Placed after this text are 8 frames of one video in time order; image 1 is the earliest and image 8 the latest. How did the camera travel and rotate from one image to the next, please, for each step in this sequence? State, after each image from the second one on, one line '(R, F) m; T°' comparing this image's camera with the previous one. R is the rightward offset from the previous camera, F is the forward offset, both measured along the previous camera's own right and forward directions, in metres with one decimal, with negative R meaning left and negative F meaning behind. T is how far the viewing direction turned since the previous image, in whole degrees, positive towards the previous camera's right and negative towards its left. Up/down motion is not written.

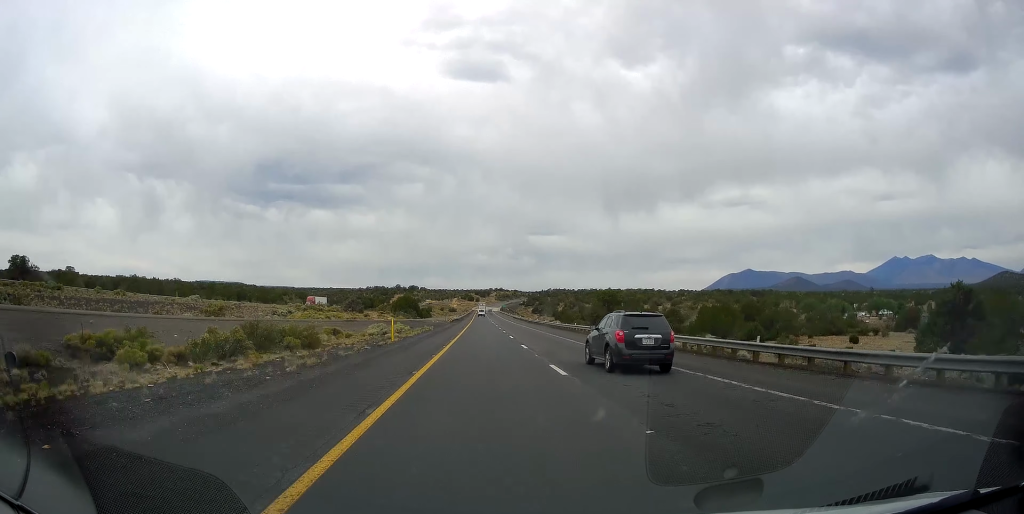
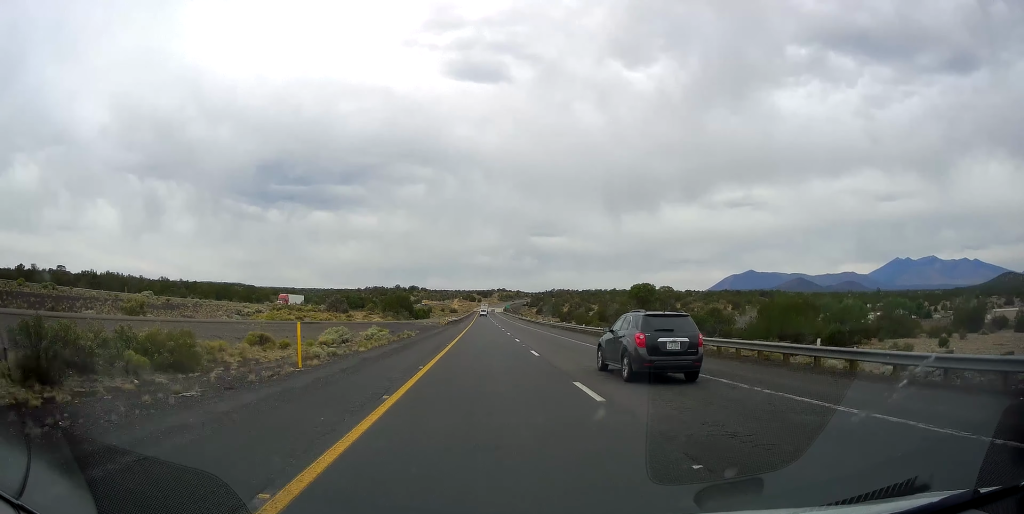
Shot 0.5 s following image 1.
(0.0, +17.2) m; 0°
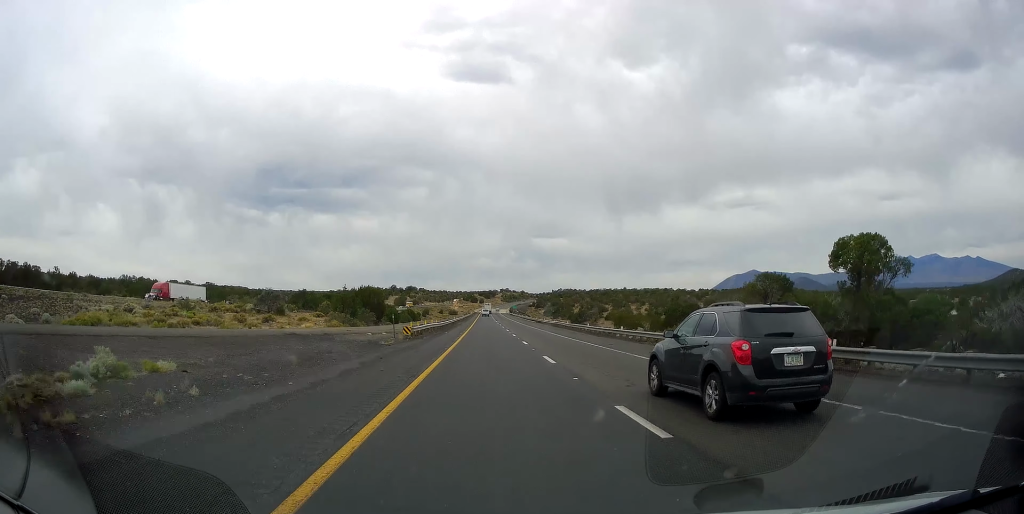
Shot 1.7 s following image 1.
(0.0, +40.4) m; 0°
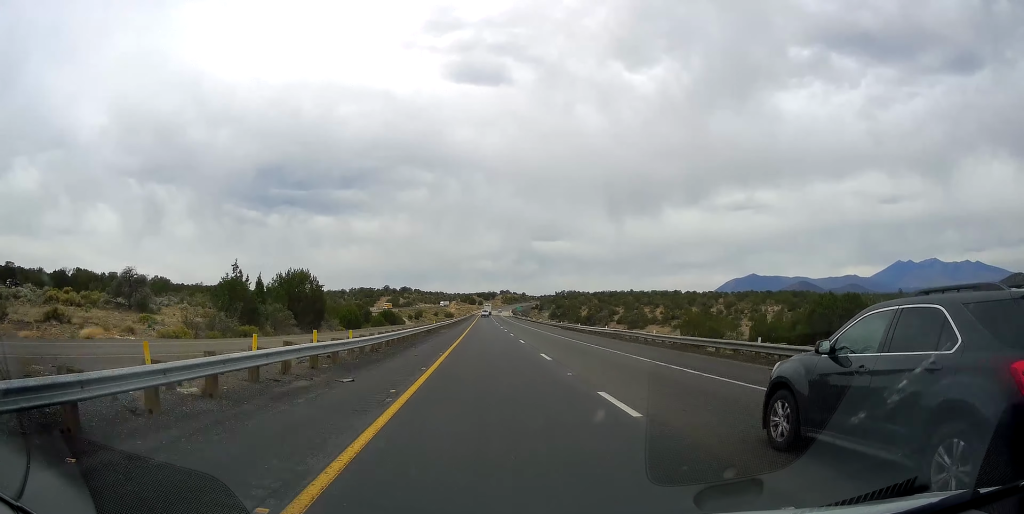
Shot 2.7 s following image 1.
(0.0, +34.7) m; 0°
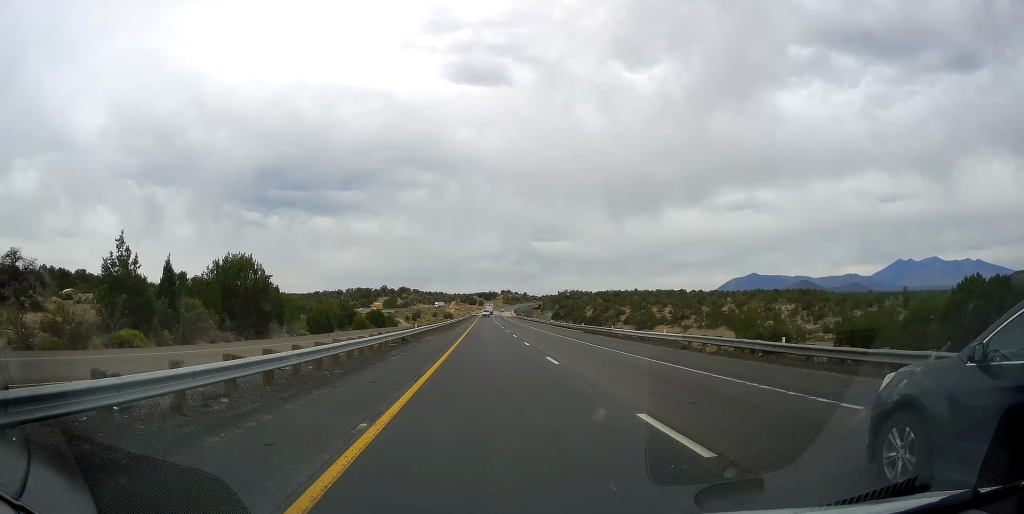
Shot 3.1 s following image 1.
(0.0, +15.0) m; 0°
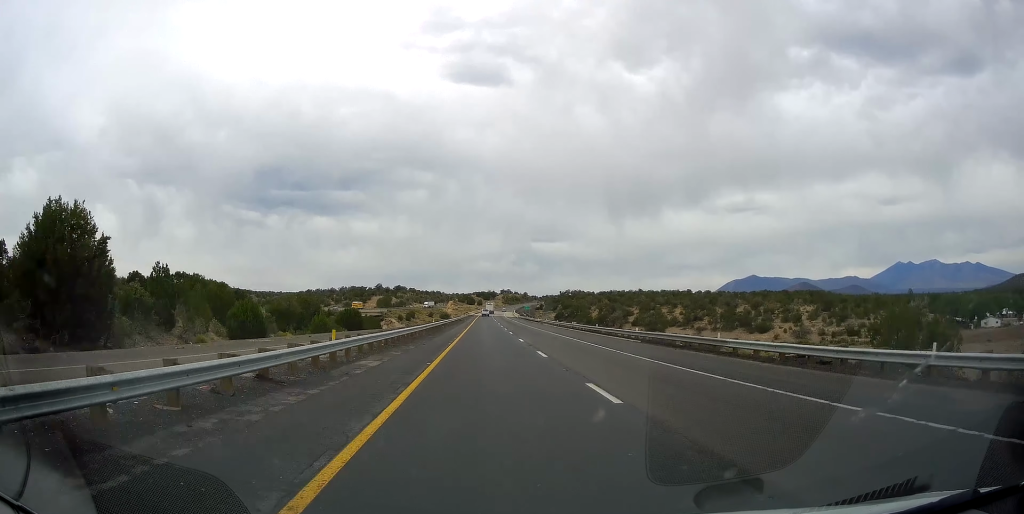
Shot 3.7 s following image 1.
(-0.1, +20.8) m; 0°
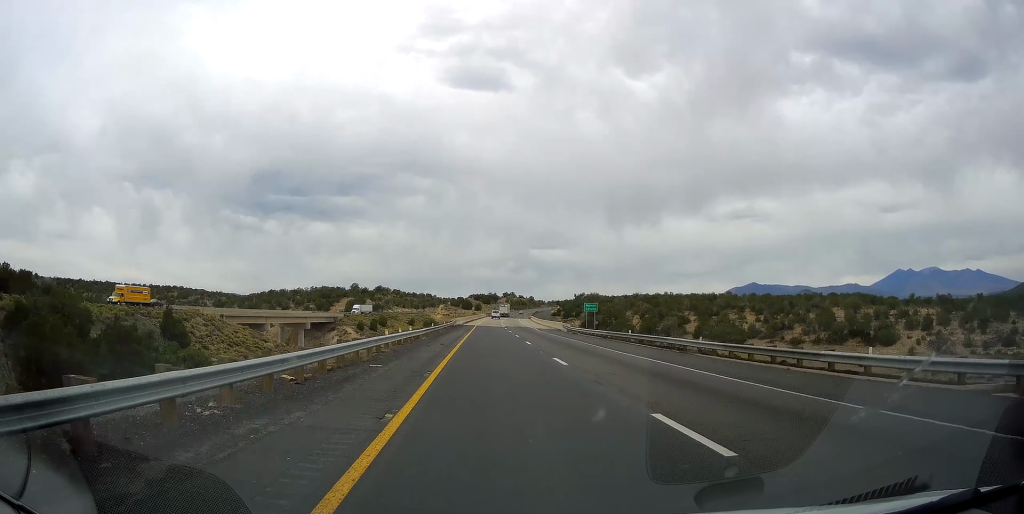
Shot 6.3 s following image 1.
(-0.3, +90.2) m; 0°
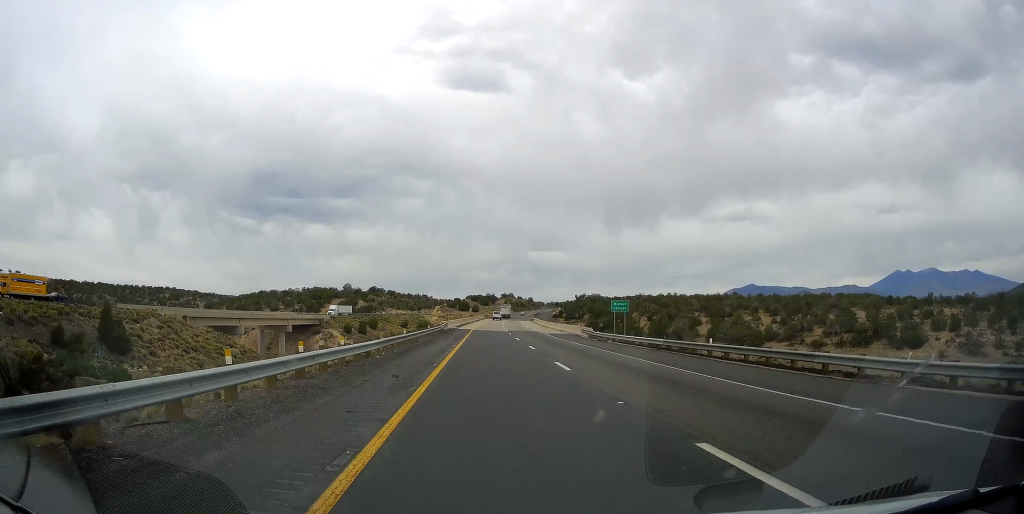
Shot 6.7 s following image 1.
(+0.2, +15.0) m; 0°
